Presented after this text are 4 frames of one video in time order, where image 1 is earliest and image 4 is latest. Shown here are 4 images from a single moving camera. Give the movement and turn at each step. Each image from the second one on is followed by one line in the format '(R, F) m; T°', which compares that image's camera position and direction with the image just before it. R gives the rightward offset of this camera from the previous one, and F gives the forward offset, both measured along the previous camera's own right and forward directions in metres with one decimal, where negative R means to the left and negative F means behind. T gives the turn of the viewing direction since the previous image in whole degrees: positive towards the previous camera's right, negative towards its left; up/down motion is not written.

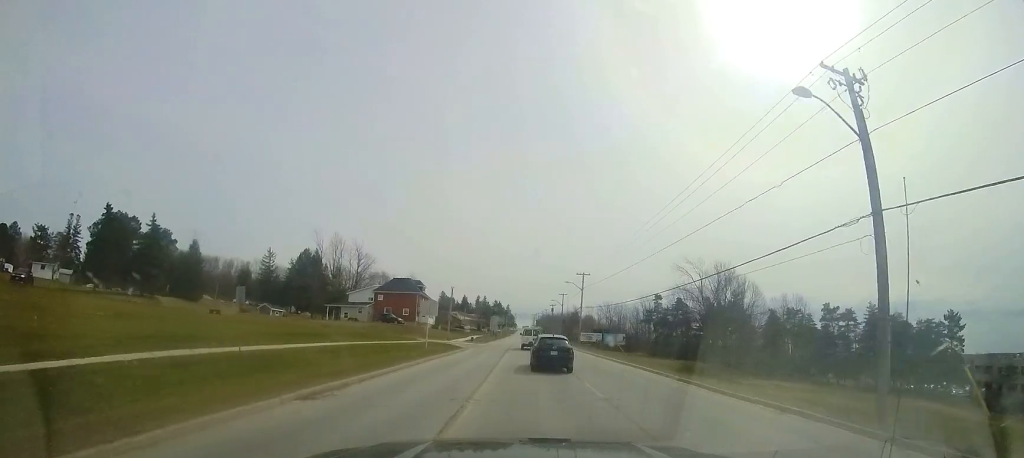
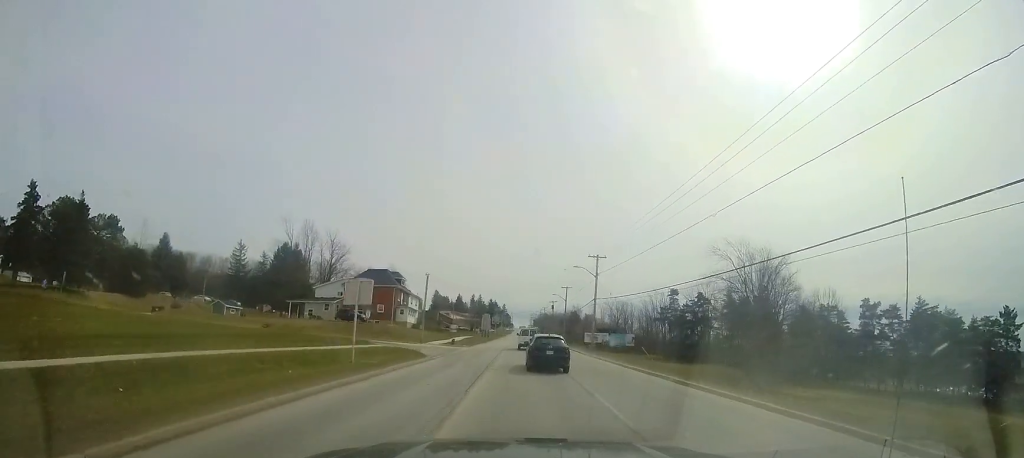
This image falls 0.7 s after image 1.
(0.0, +12.3) m; +1°
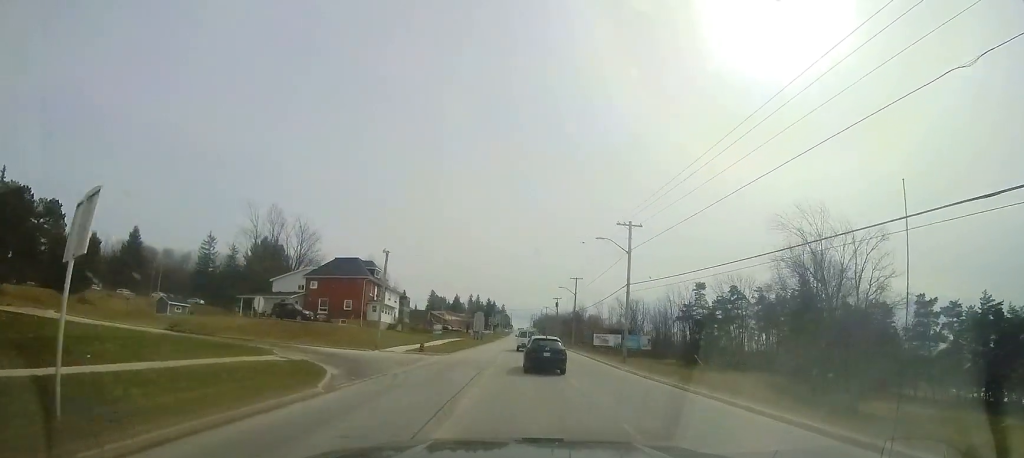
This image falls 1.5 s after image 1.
(0.0, +12.9) m; +1°
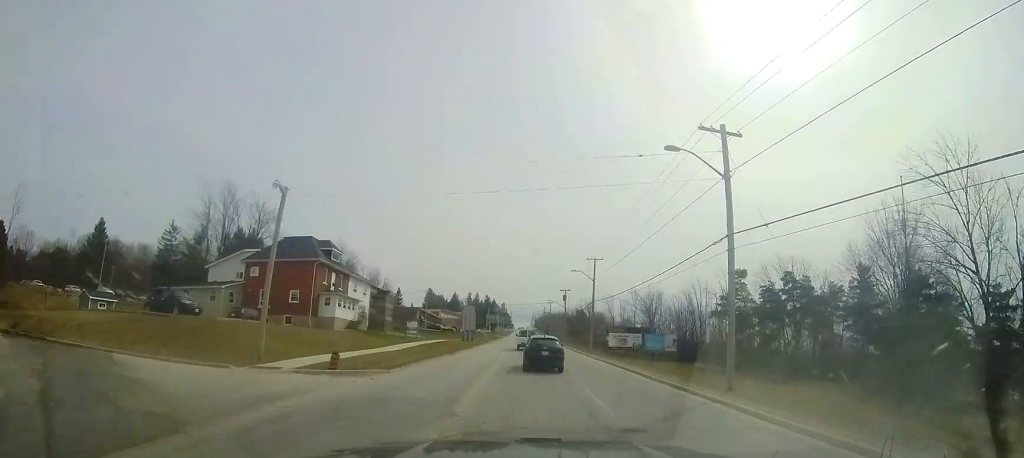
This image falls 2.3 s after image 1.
(+0.3, +13.9) m; 0°
